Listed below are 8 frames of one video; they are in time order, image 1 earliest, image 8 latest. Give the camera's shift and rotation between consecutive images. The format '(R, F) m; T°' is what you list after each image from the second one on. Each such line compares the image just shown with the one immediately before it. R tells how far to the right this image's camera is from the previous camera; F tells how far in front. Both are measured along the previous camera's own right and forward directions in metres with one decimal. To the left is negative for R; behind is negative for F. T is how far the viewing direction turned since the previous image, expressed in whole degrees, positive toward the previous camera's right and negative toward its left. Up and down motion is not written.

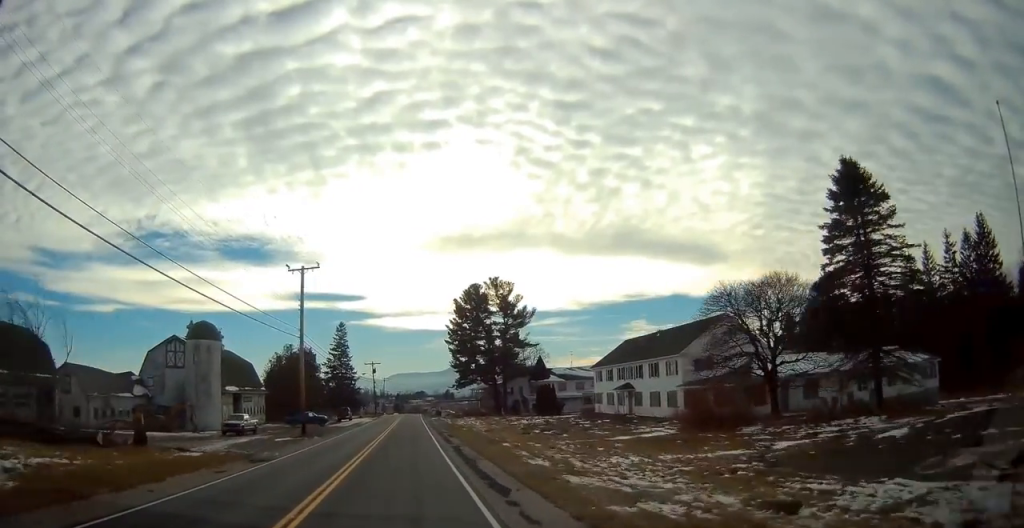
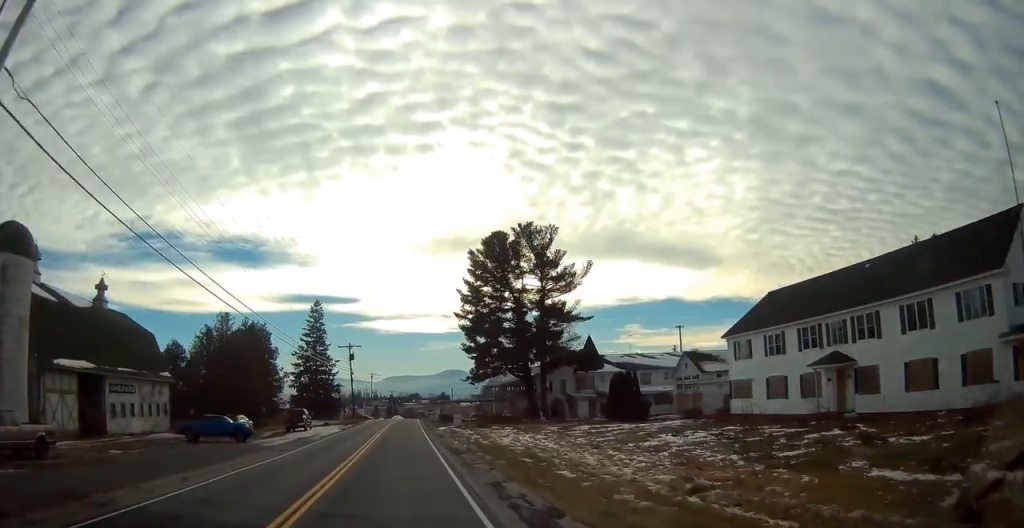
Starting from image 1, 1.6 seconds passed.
(0.0, +33.1) m; +1°
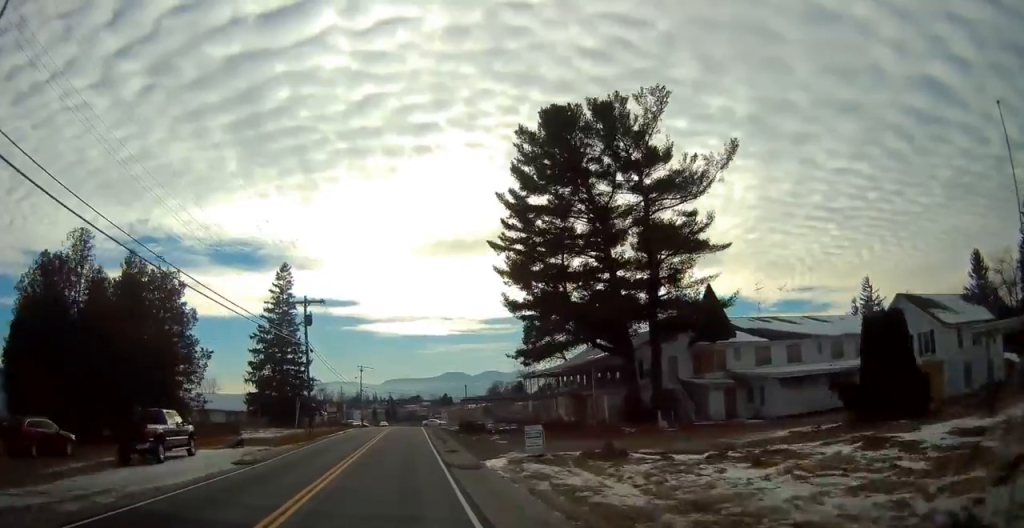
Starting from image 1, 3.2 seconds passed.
(0.0, +32.4) m; 0°
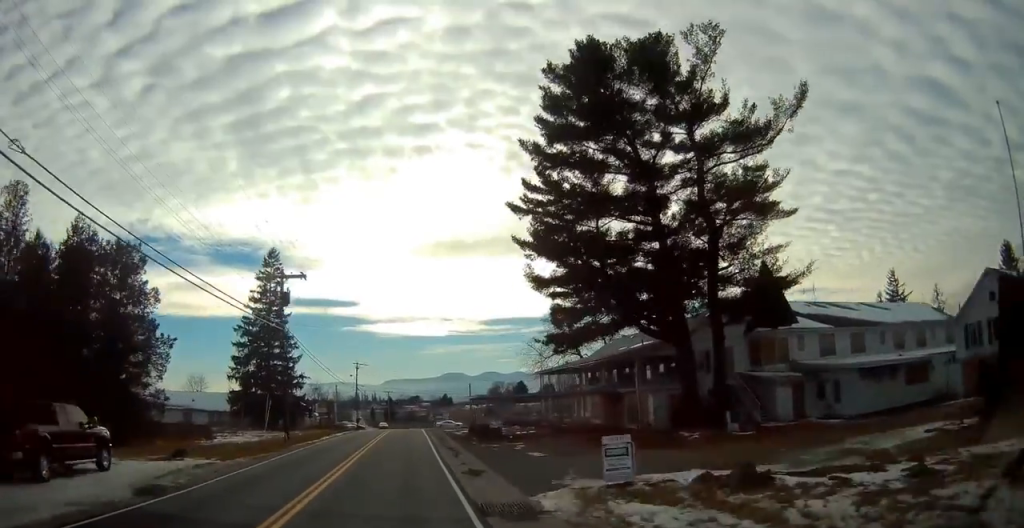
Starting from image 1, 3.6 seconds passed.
(-0.1, +8.2) m; 0°
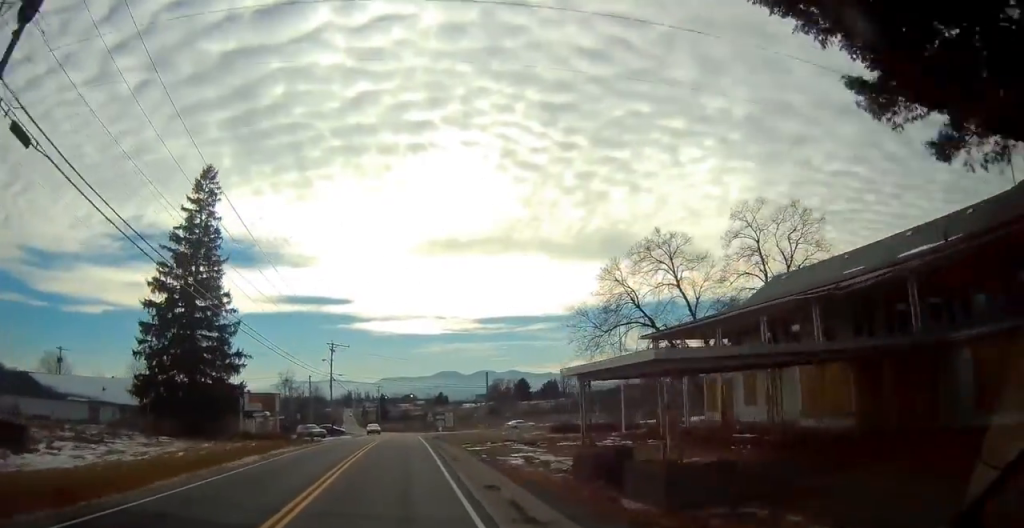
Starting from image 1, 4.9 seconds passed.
(+0.4, +27.4) m; +1°
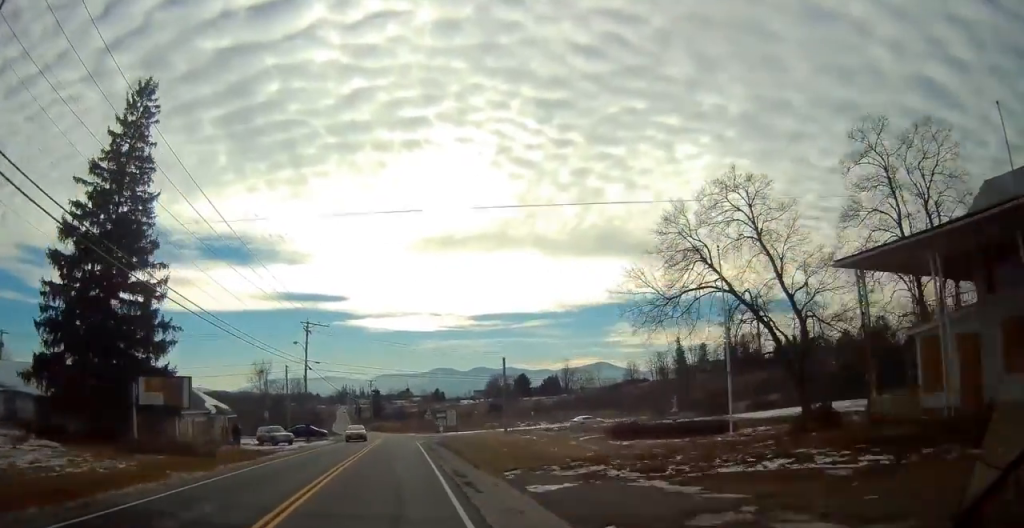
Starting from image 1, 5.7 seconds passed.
(-0.1, +15.9) m; 0°
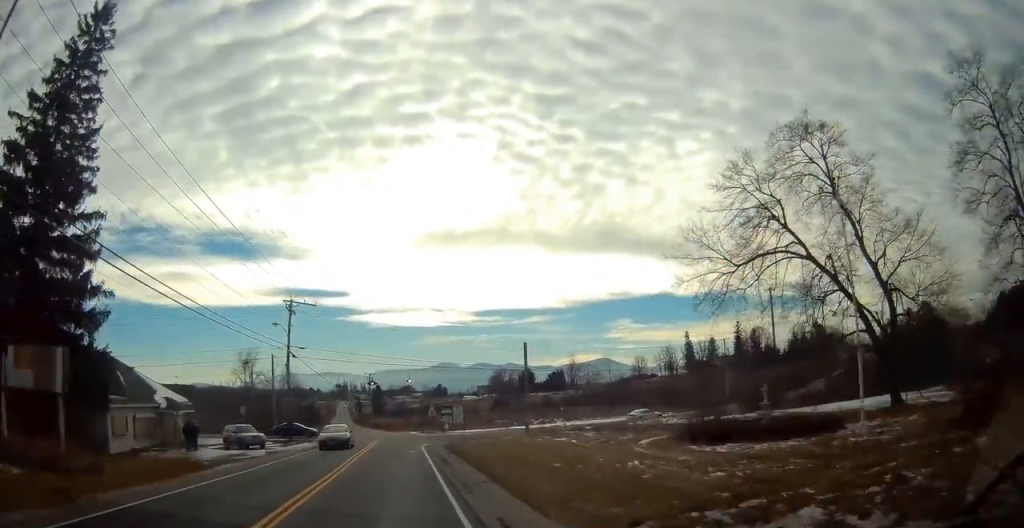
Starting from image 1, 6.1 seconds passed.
(0.0, +9.6) m; 0°
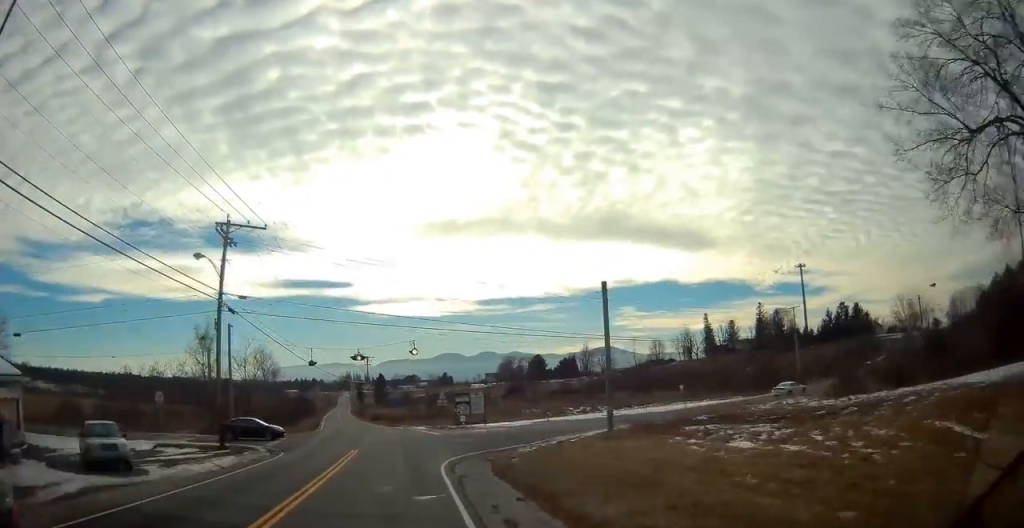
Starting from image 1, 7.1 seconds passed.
(0.0, +19.2) m; -1°
